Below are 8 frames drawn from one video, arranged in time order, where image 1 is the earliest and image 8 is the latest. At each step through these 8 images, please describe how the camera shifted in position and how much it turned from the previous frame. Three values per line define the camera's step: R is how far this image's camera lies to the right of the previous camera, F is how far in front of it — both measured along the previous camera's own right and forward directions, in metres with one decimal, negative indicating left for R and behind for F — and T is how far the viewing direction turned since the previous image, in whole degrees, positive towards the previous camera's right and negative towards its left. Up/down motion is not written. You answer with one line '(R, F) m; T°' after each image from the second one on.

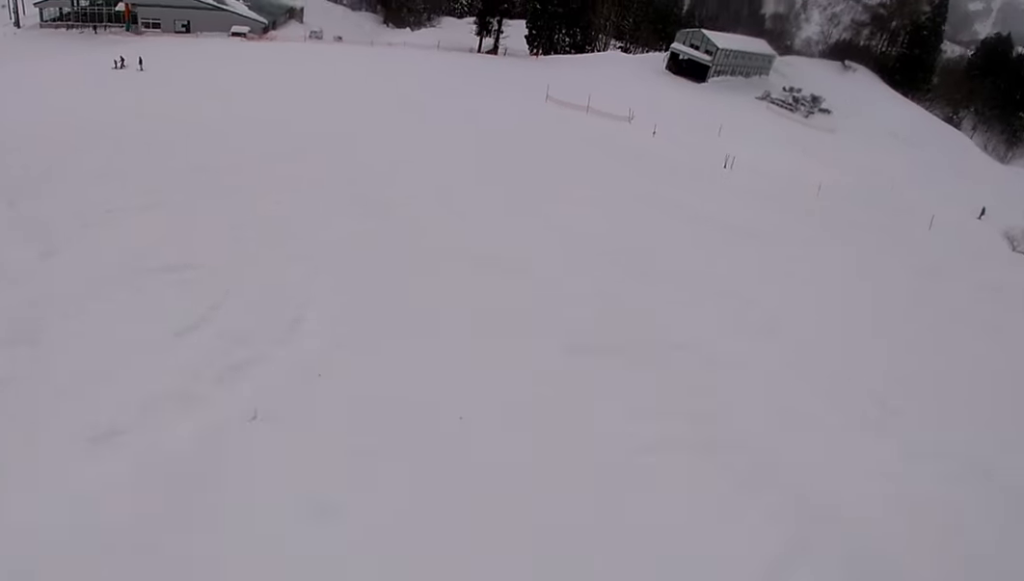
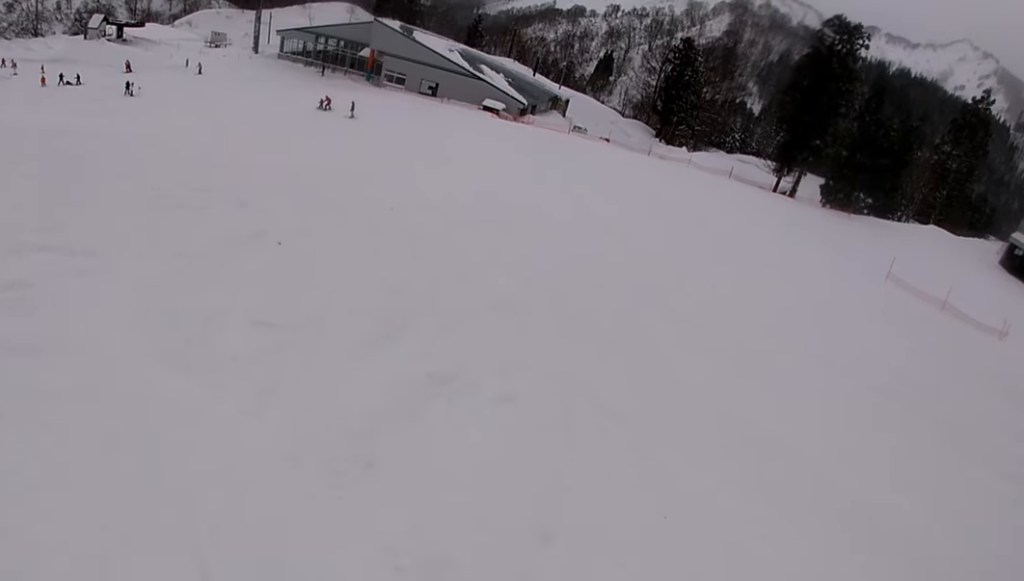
(-0.8, +19.5) m; -12°
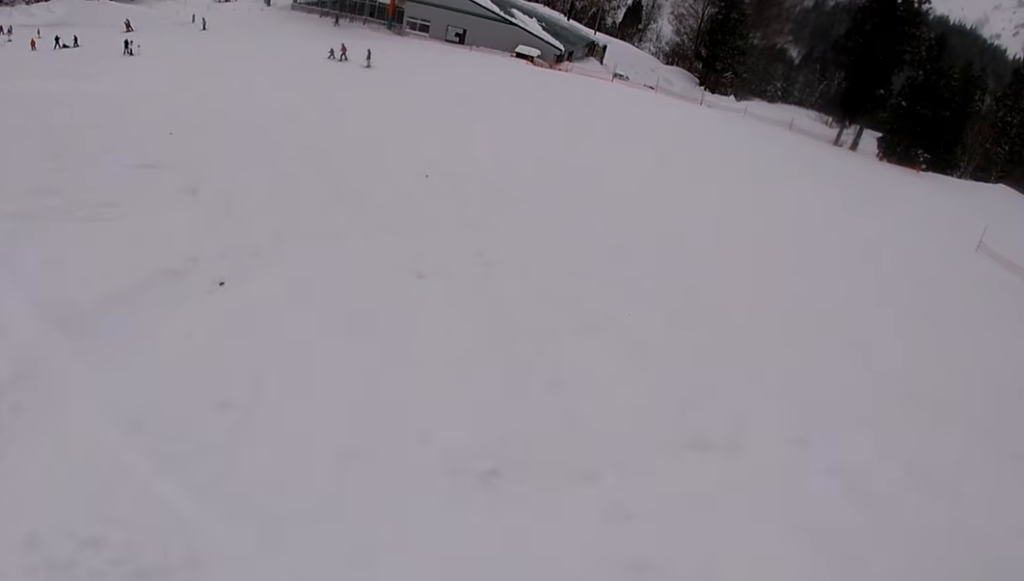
(-0.6, +5.9) m; -7°
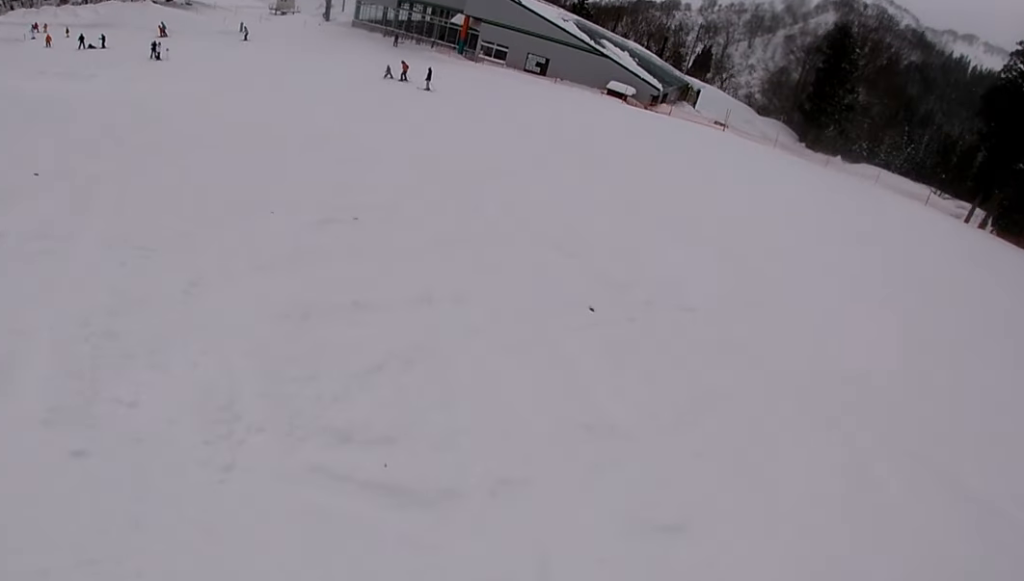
(-1.3, +10.7) m; -6°
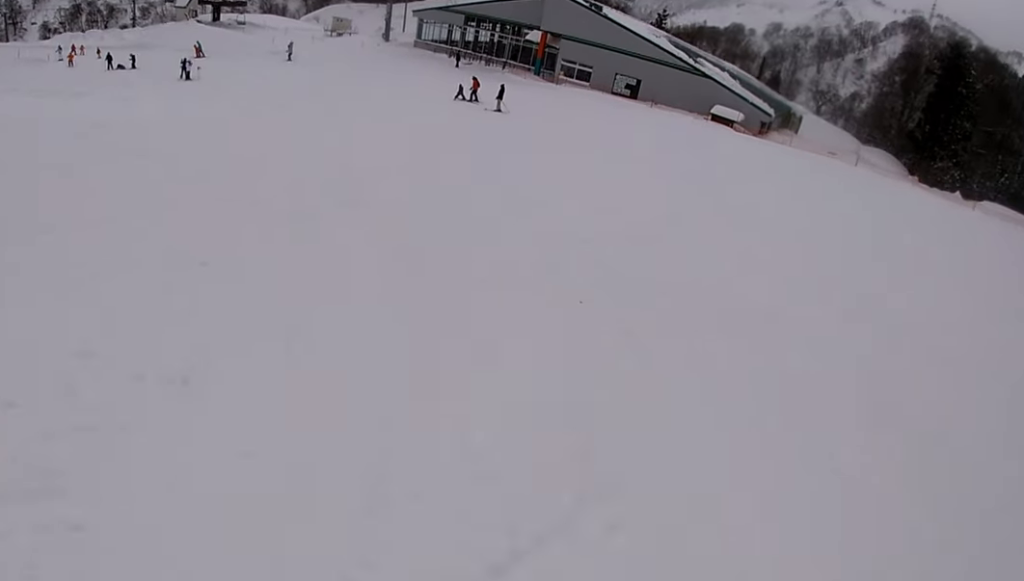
(-0.2, +9.1) m; -3°
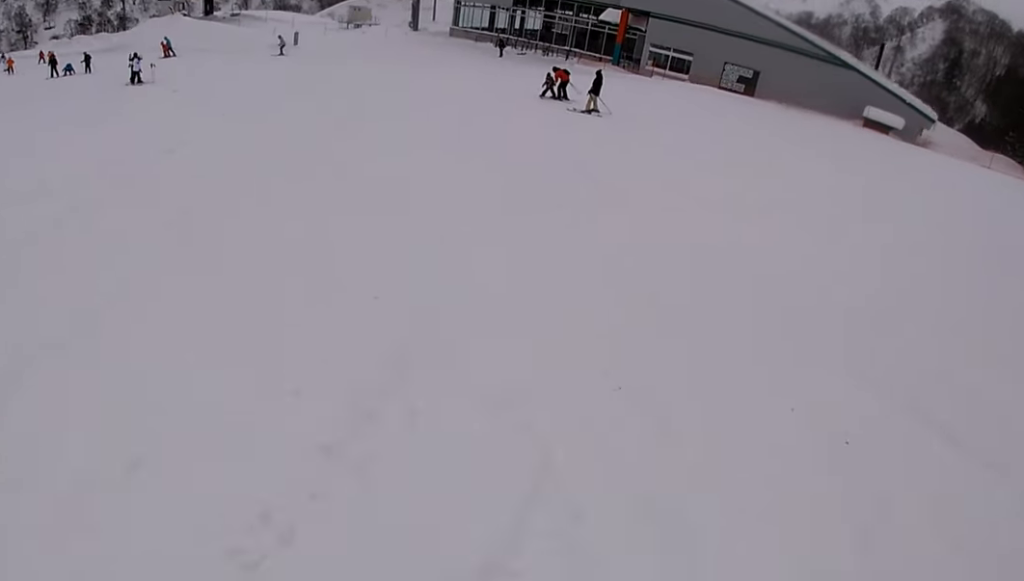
(-1.0, +15.0) m; -9°
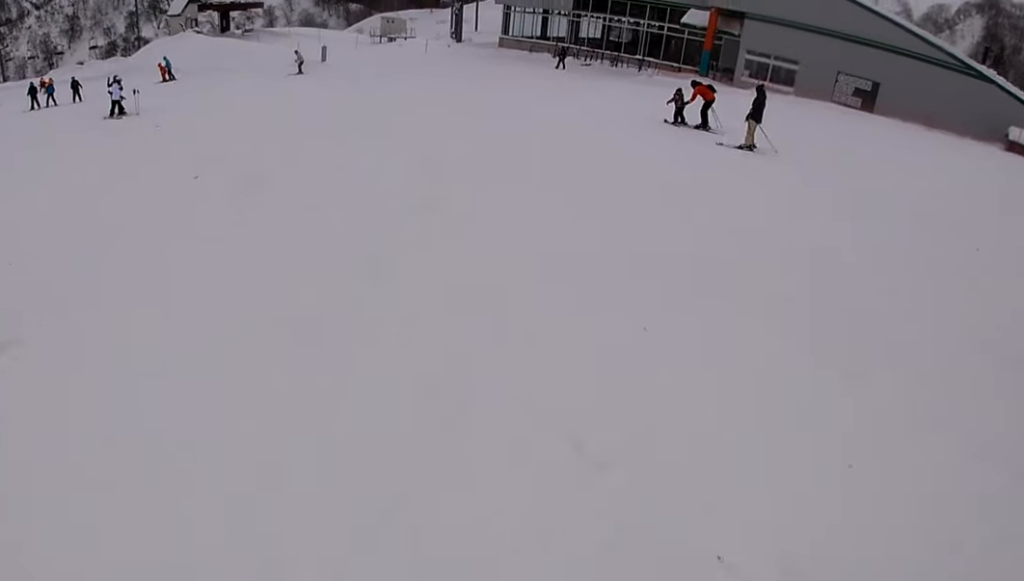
(-0.4, +8.2) m; -5°
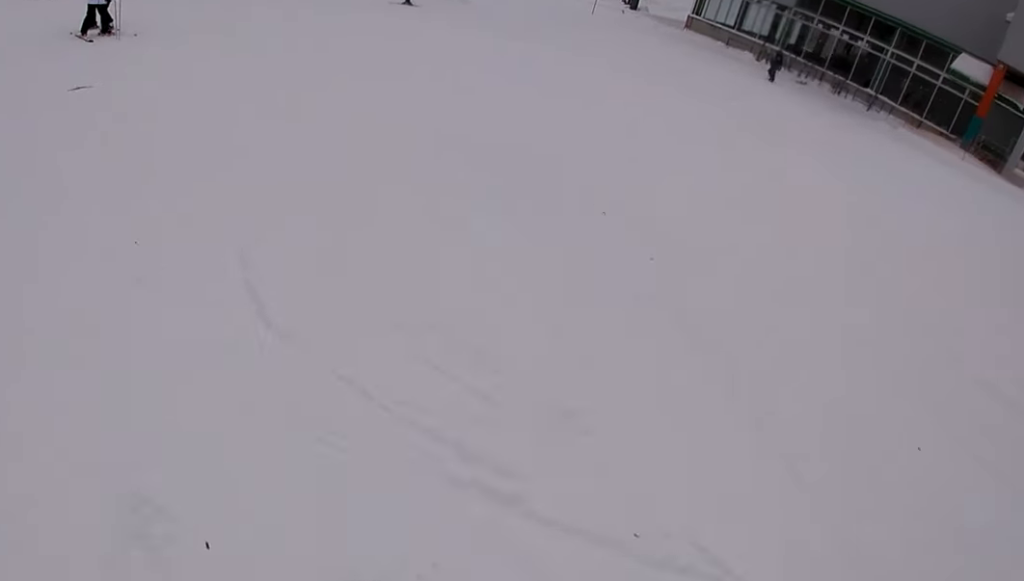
(-0.4, +10.8) m; -9°
